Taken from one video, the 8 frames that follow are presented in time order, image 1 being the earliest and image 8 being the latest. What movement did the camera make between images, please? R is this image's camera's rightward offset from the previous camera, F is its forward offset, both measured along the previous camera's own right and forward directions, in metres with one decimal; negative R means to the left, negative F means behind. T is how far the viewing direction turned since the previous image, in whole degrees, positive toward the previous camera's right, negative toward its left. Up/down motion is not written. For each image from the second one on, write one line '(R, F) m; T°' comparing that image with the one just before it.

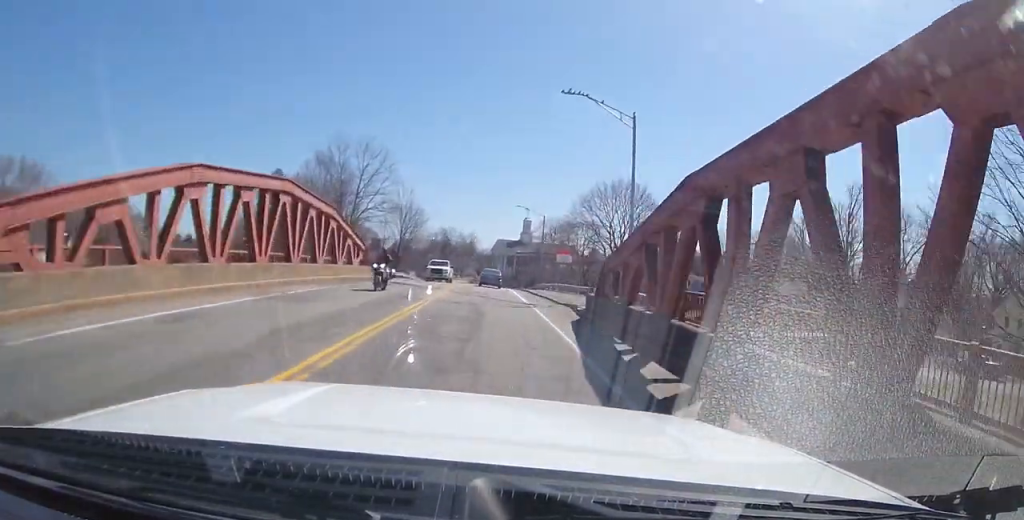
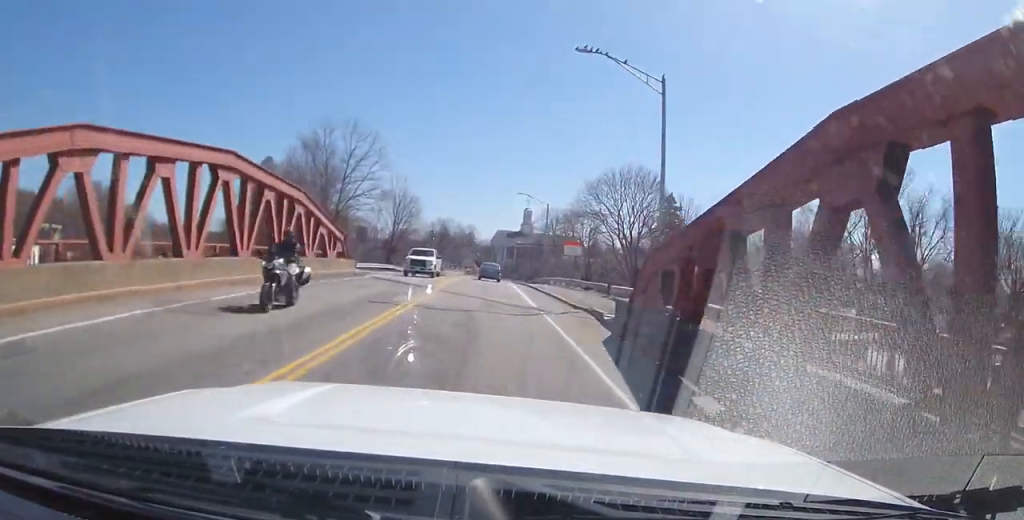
(+0.4, +5.0) m; +3°
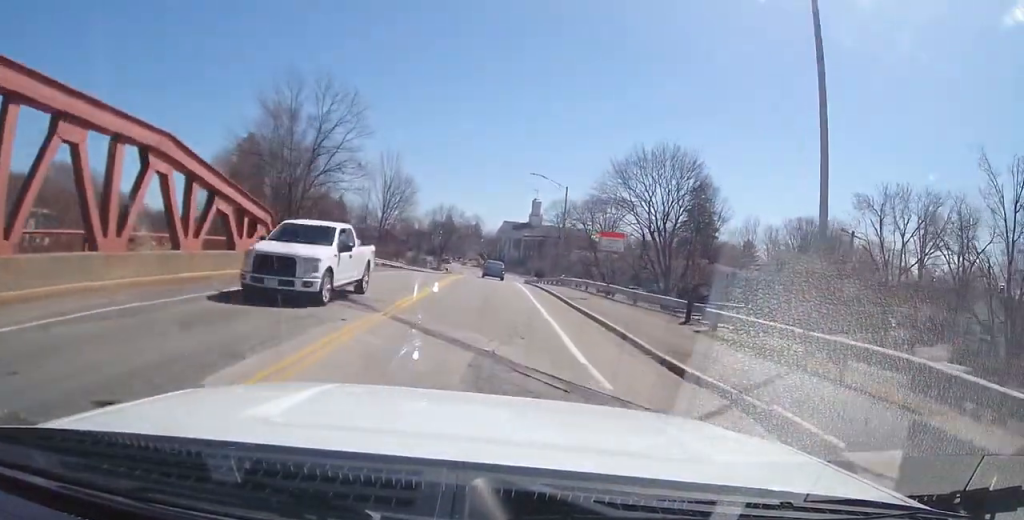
(+0.7, +11.3) m; +4°
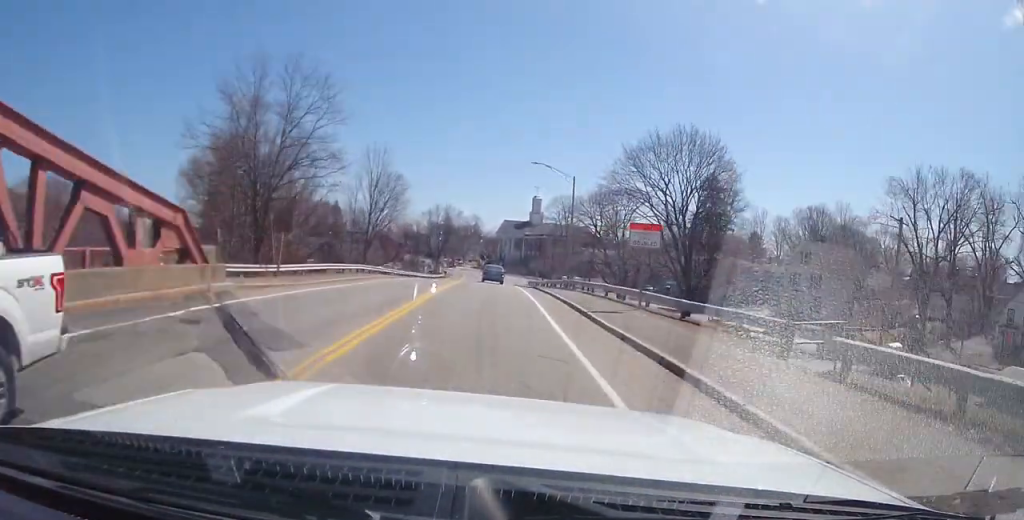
(0.0, +6.2) m; 0°
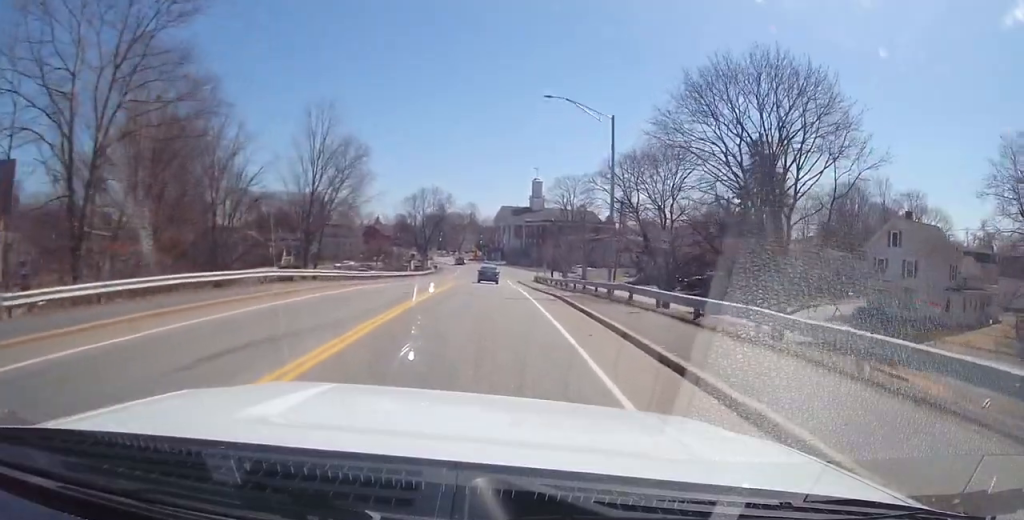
(0.0, +17.9) m; 0°
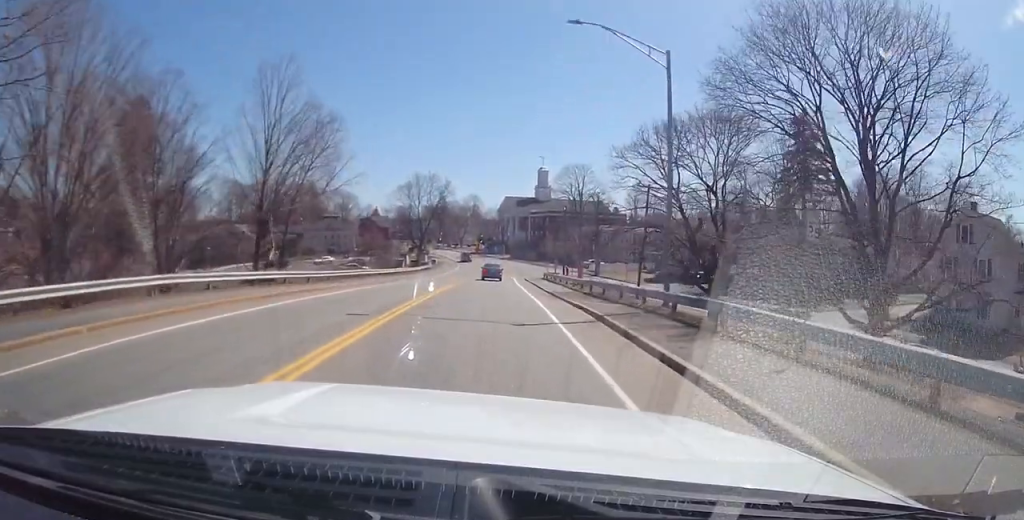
(0.0, +9.3) m; 0°
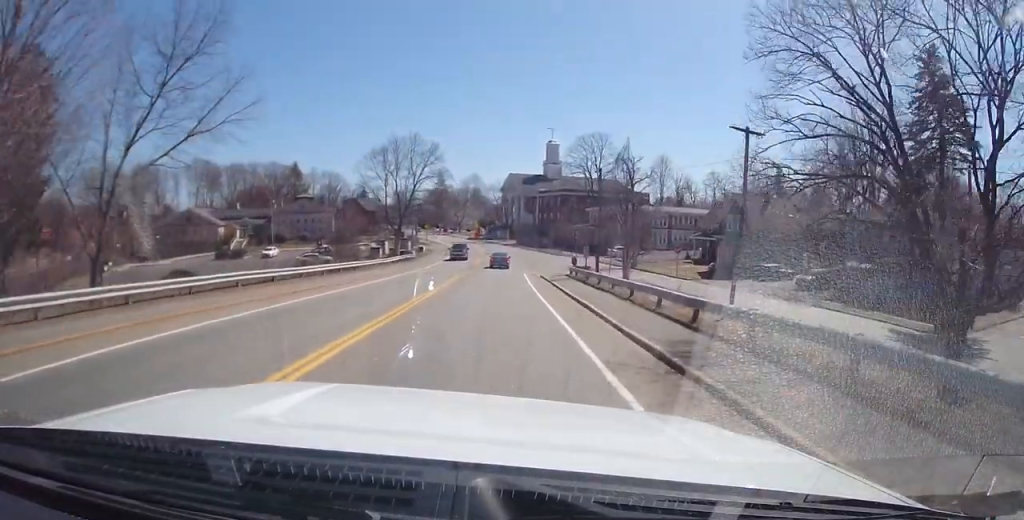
(0.0, +20.1) m; 0°
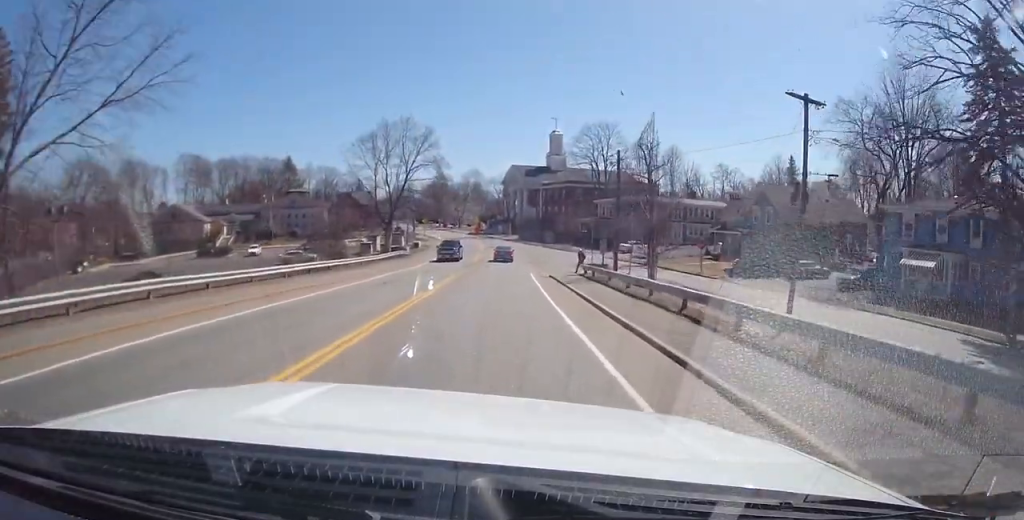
(0.0, +6.2) m; 0°
